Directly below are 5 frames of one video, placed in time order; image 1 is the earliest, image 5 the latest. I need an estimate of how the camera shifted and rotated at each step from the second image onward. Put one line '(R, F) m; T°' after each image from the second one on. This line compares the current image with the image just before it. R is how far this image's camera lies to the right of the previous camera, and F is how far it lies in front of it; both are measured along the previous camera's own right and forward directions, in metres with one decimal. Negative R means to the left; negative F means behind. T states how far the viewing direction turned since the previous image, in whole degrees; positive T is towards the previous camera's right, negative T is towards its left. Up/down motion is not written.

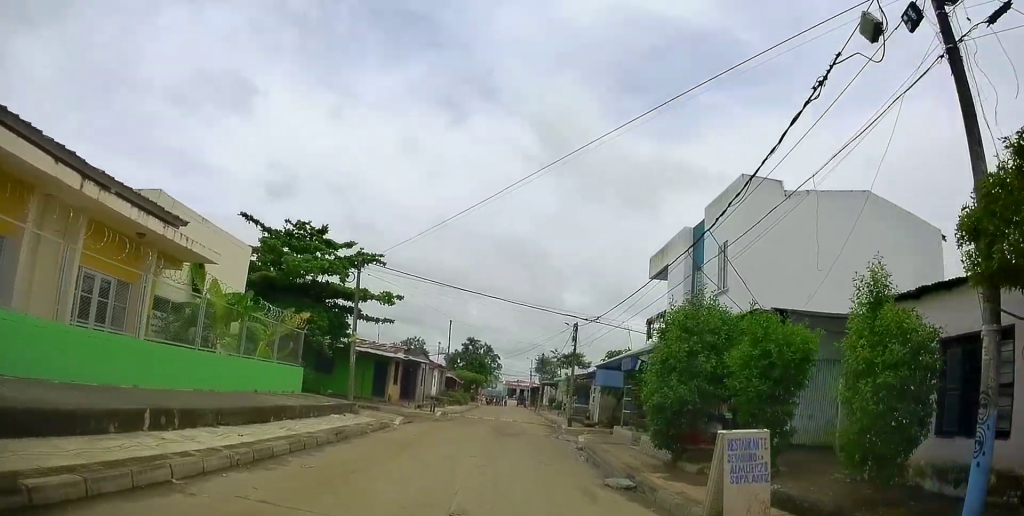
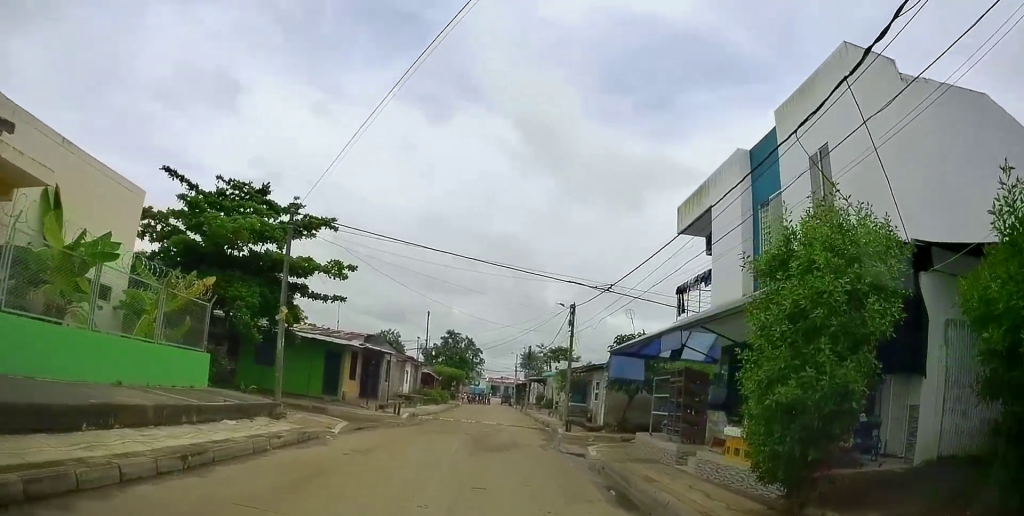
(+0.2, +6.5) m; 0°
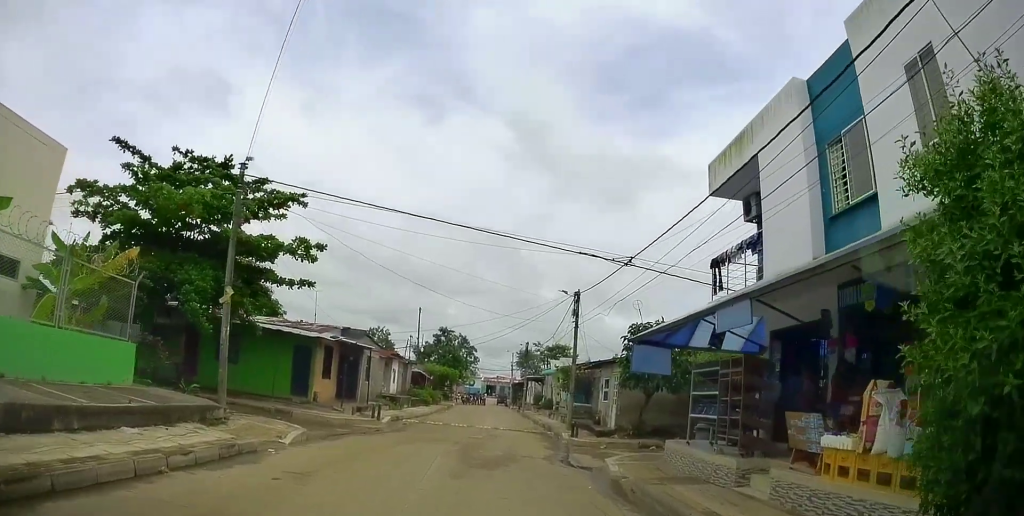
(-0.2, +3.9) m; 0°
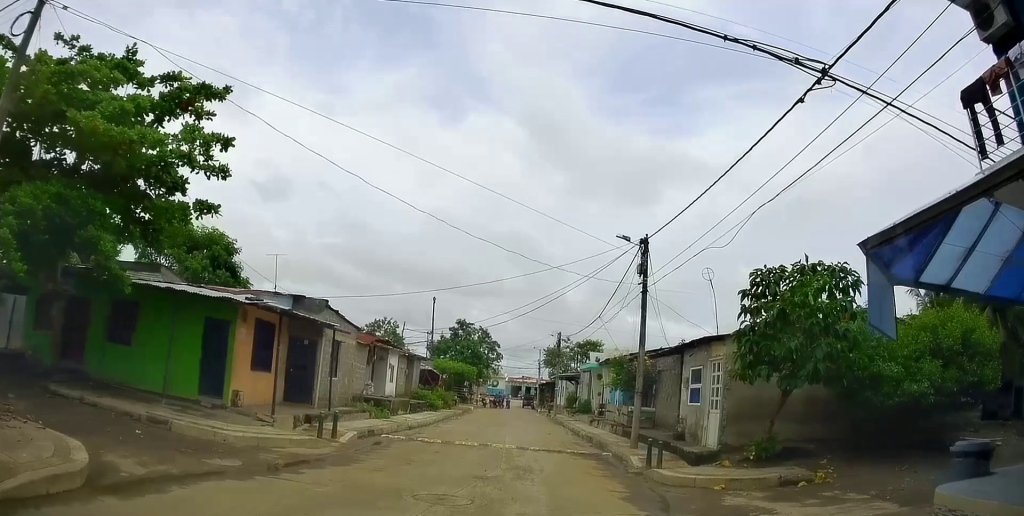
(+1.3, +10.4) m; +4°
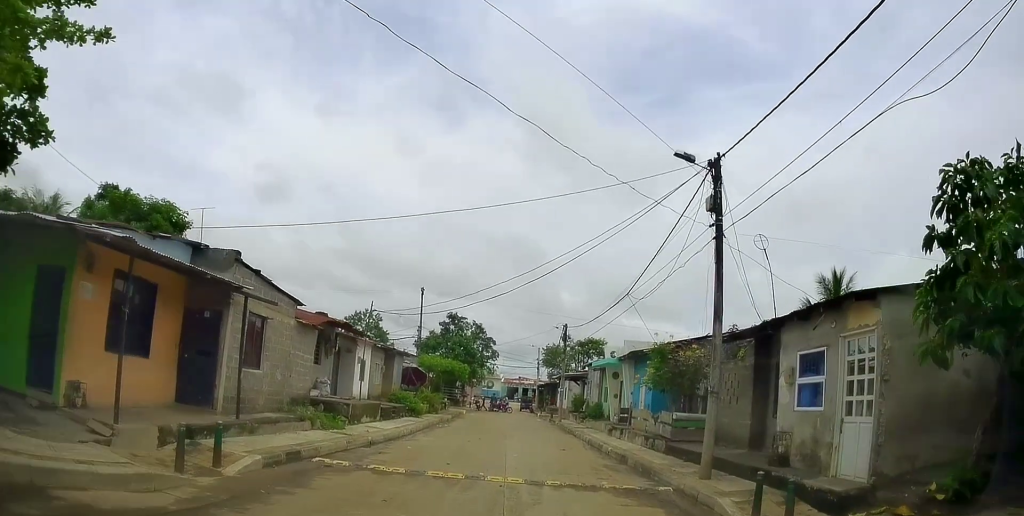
(-0.7, +6.8) m; -2°
